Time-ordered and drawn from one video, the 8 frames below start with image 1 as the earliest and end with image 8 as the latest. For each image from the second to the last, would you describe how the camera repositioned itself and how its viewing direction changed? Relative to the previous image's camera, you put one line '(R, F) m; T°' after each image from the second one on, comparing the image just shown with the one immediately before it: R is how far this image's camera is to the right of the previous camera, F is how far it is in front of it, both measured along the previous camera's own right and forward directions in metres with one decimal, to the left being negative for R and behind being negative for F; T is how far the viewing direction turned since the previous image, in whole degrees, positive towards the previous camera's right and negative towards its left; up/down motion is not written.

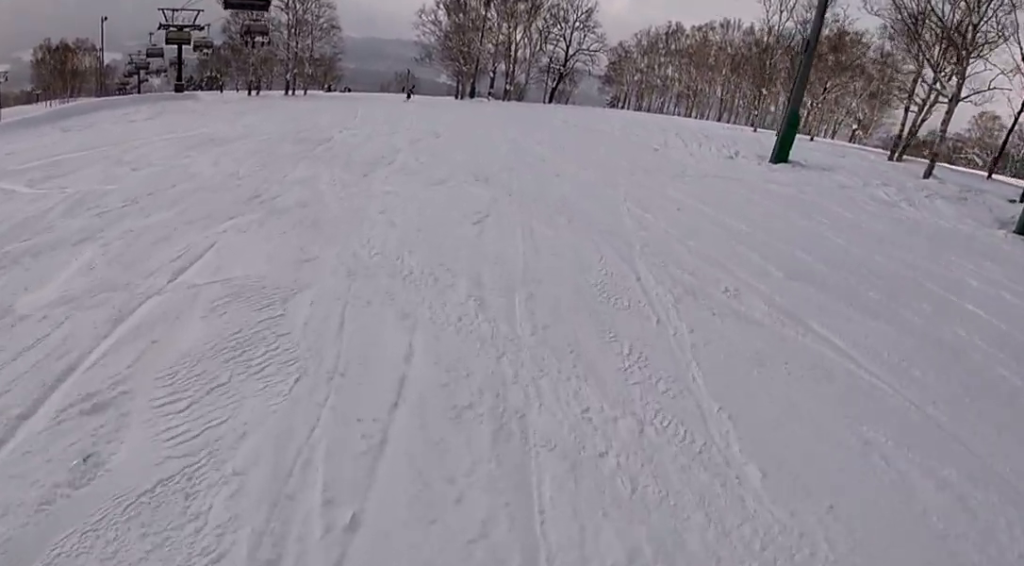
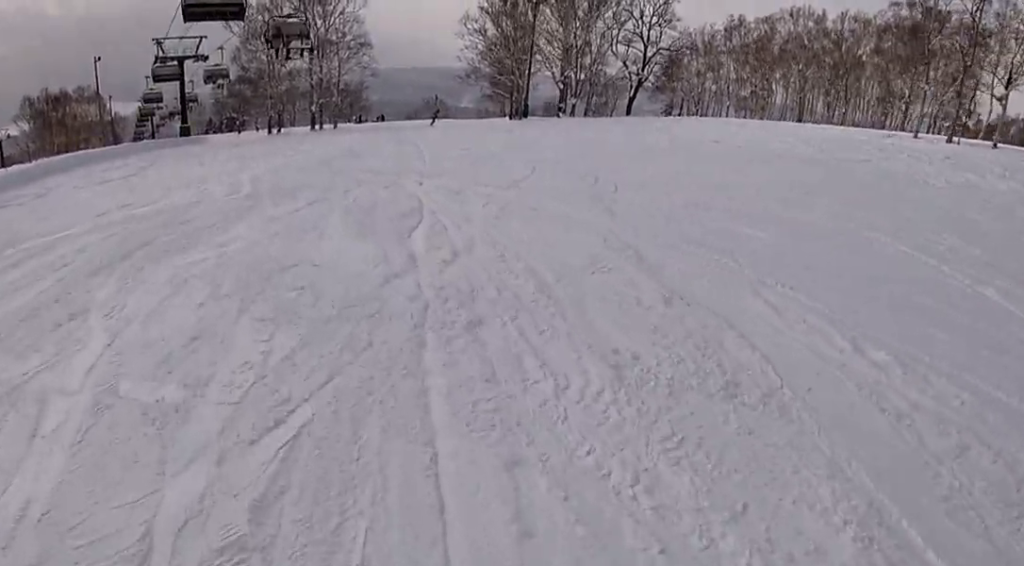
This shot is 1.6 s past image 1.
(-1.4, +12.5) m; -12°
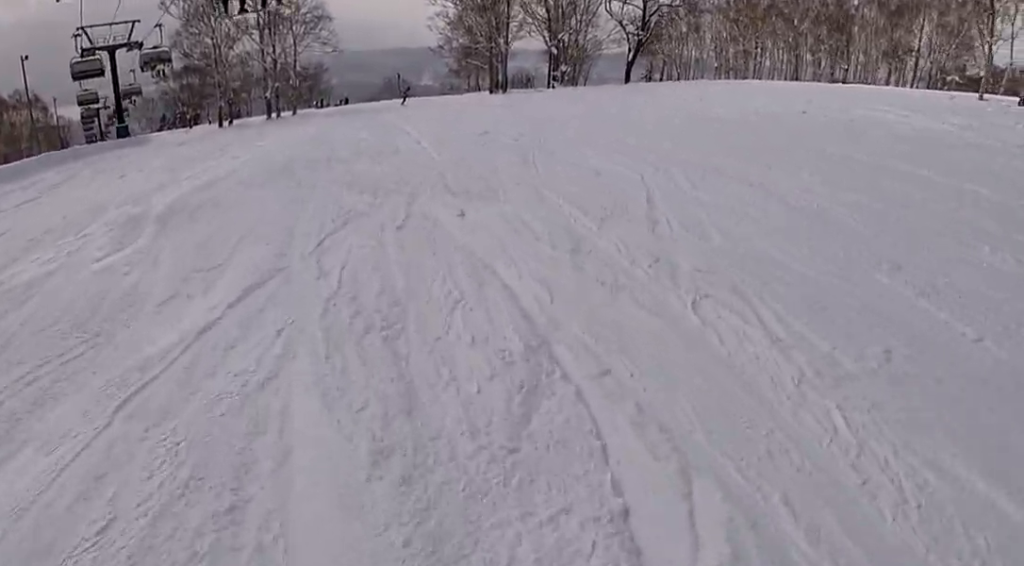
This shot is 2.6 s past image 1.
(-0.6, +7.1) m; +9°
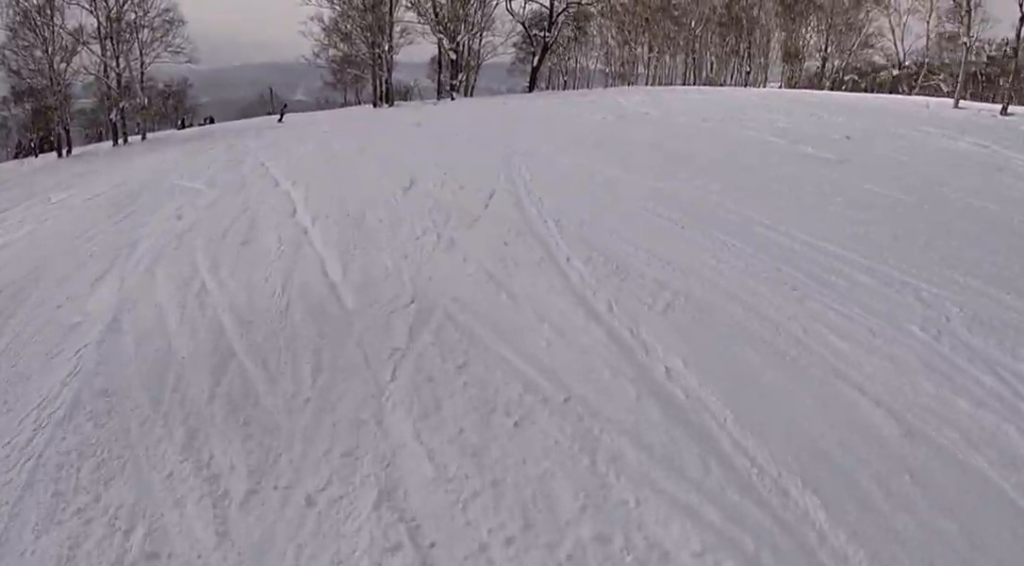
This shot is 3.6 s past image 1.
(+1.9, +7.4) m; +16°
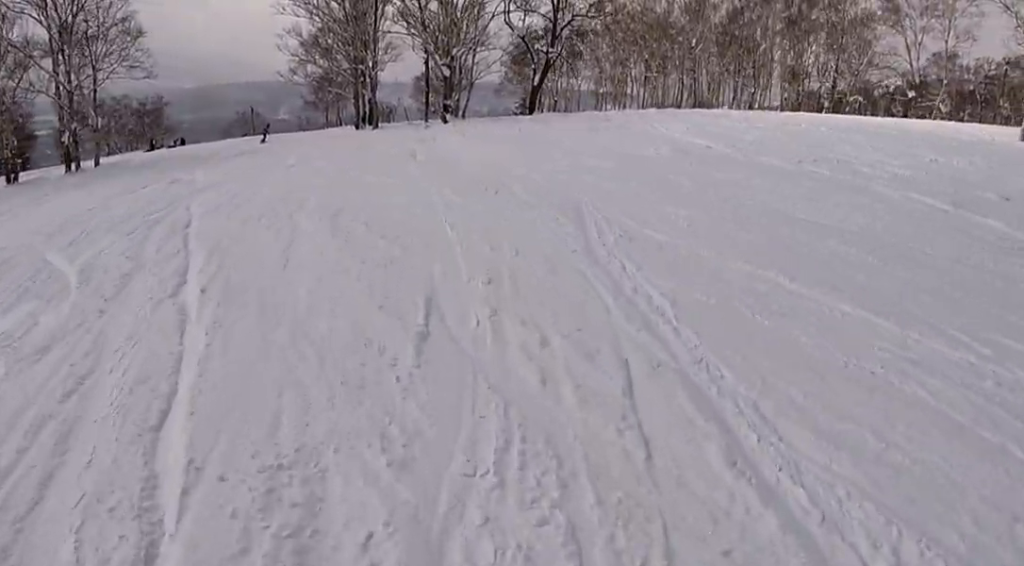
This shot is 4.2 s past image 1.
(+0.1, +5.2) m; +1°
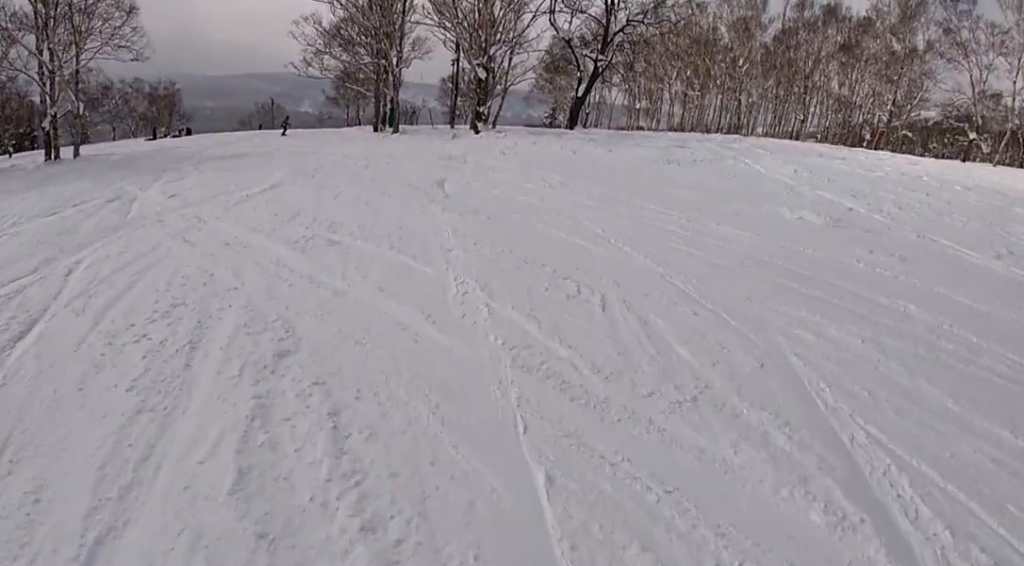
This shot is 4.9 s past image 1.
(0.0, +5.3) m; -9°
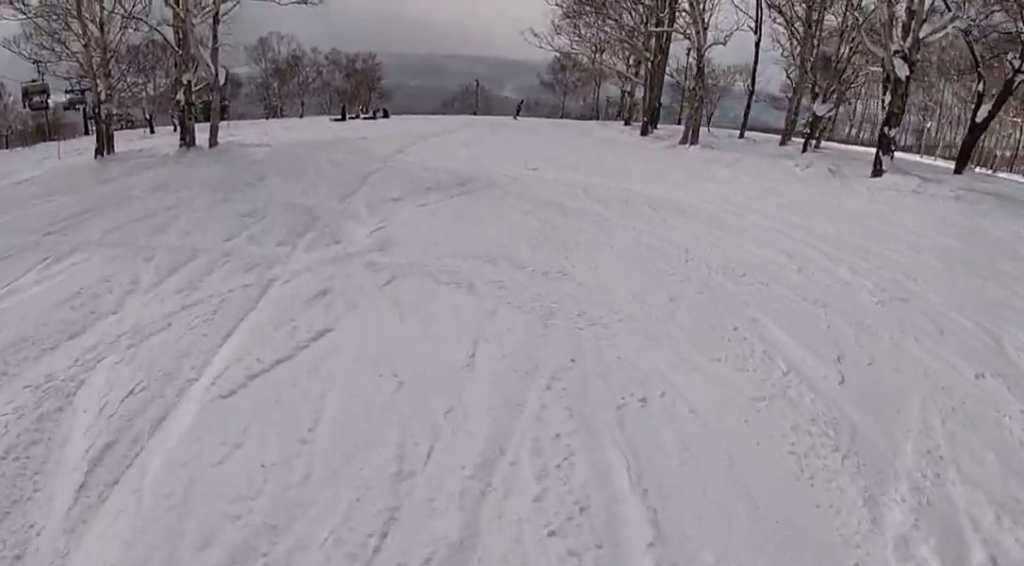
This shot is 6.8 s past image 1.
(-3.4, +13.3) m; -16°
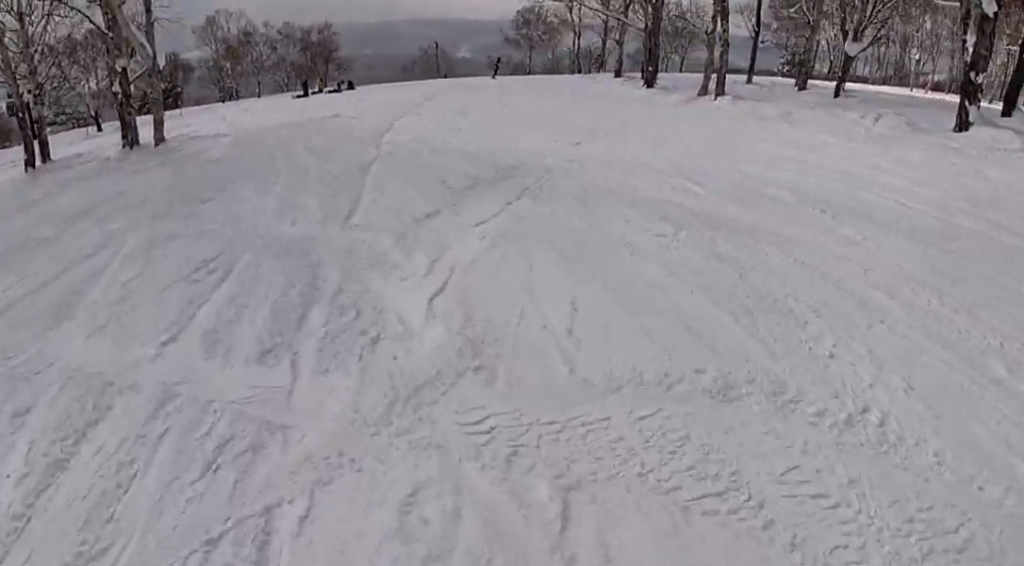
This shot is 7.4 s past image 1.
(-0.2, +3.7) m; +4°
